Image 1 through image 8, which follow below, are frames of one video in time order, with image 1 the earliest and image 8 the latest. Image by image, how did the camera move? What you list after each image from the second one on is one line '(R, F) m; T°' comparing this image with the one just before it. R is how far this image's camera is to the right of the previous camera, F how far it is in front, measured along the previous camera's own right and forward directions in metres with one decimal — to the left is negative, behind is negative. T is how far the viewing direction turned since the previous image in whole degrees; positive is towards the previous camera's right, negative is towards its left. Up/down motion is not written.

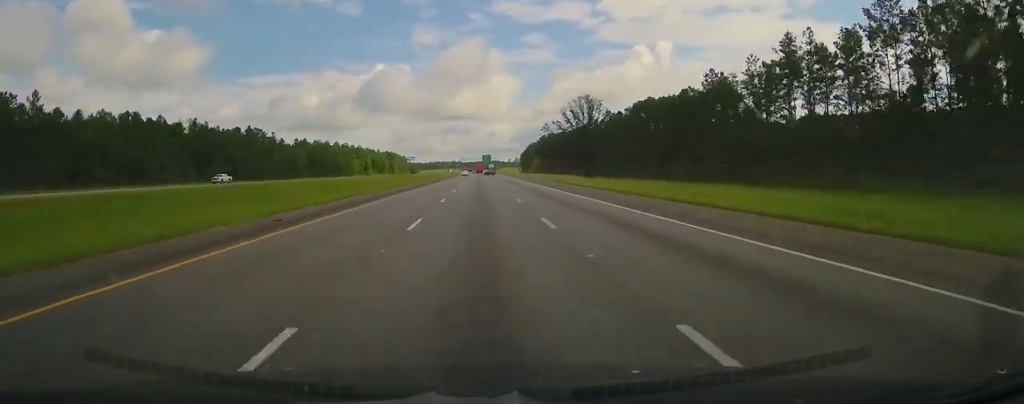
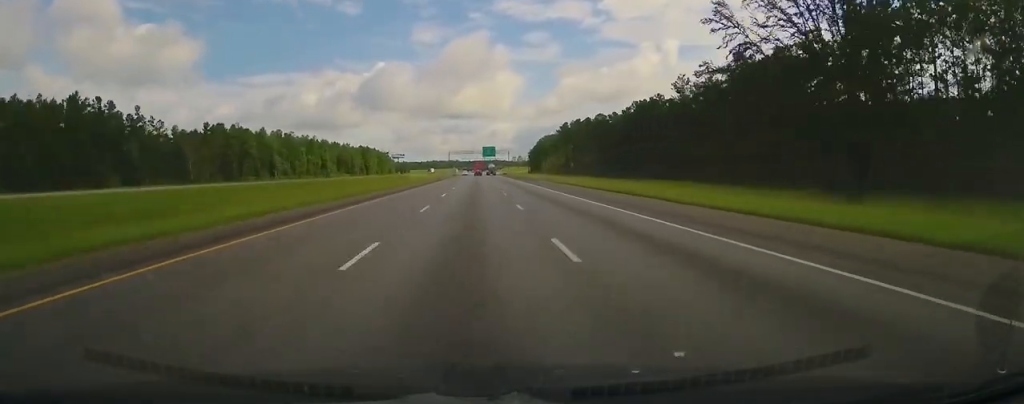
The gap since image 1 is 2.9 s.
(-0.3, +103.5) m; 0°
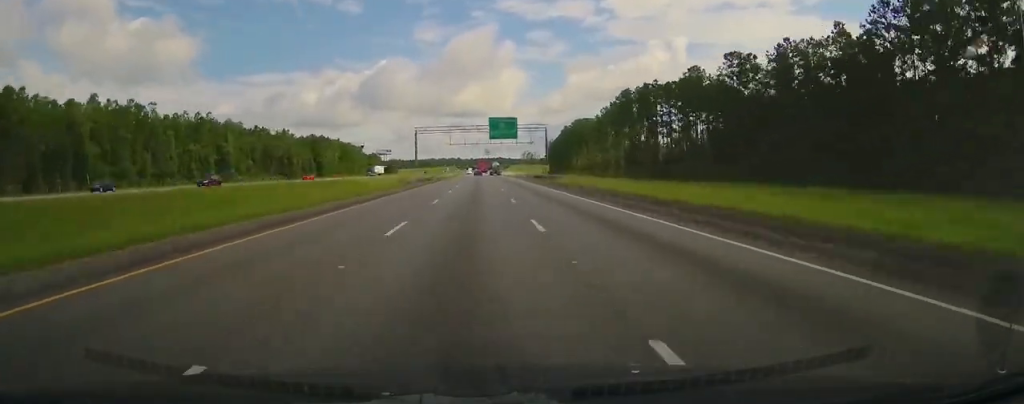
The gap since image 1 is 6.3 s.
(-0.1, +117.2) m; 0°
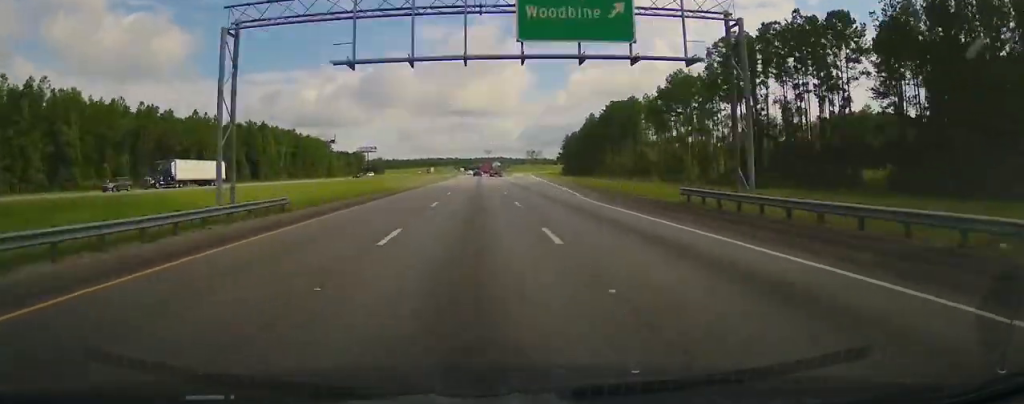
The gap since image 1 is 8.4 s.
(0.0, +75.0) m; 0°
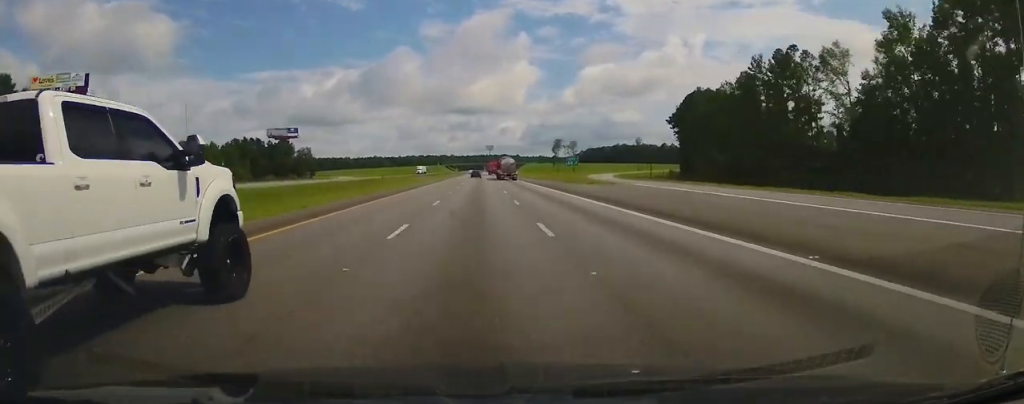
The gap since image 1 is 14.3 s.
(0.0, +205.8) m; 0°
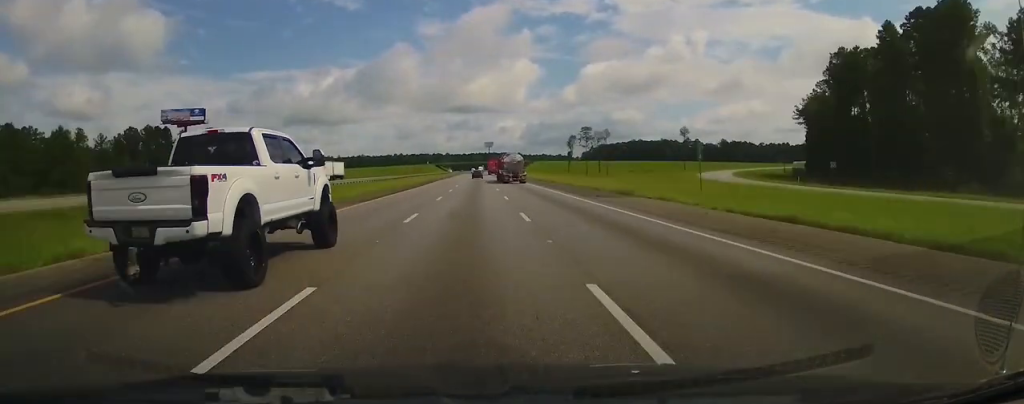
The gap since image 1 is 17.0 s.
(0.0, +93.4) m; 0°
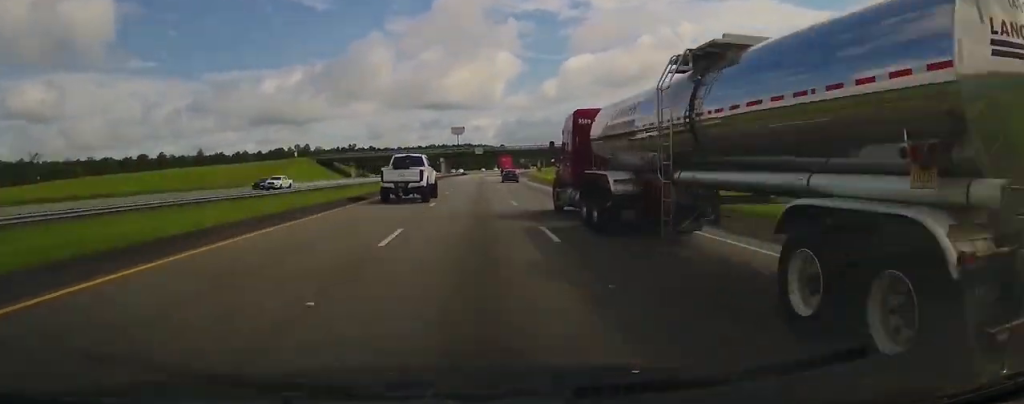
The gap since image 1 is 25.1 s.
(+7.1, +282.9) m; +4°
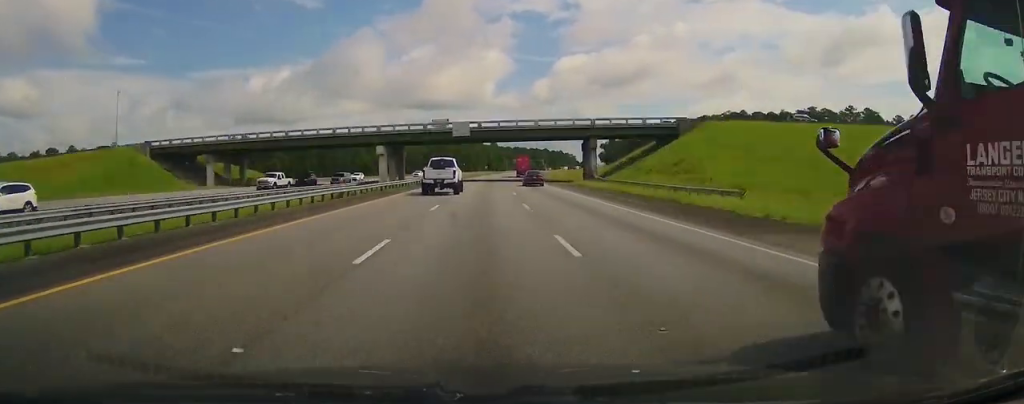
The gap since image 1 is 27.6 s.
(+0.1, +87.7) m; +3°
